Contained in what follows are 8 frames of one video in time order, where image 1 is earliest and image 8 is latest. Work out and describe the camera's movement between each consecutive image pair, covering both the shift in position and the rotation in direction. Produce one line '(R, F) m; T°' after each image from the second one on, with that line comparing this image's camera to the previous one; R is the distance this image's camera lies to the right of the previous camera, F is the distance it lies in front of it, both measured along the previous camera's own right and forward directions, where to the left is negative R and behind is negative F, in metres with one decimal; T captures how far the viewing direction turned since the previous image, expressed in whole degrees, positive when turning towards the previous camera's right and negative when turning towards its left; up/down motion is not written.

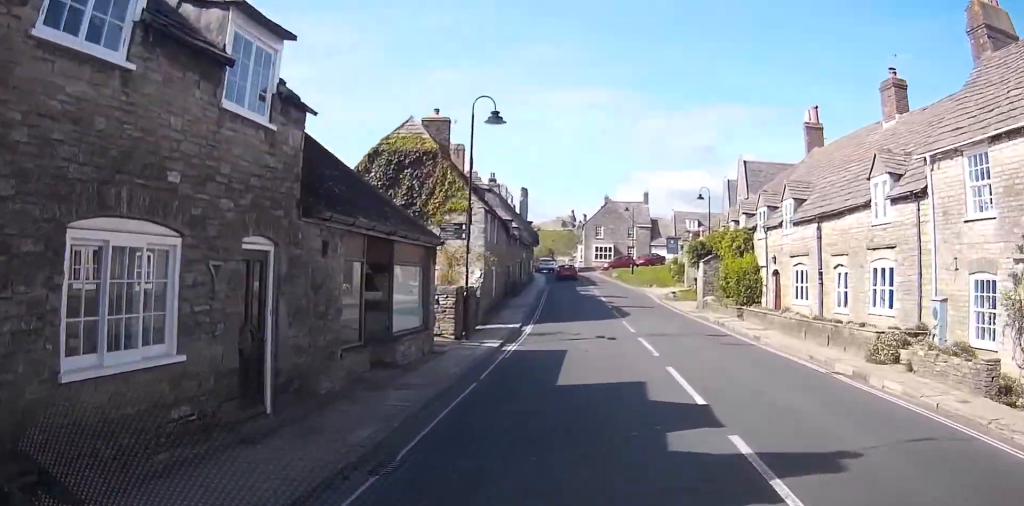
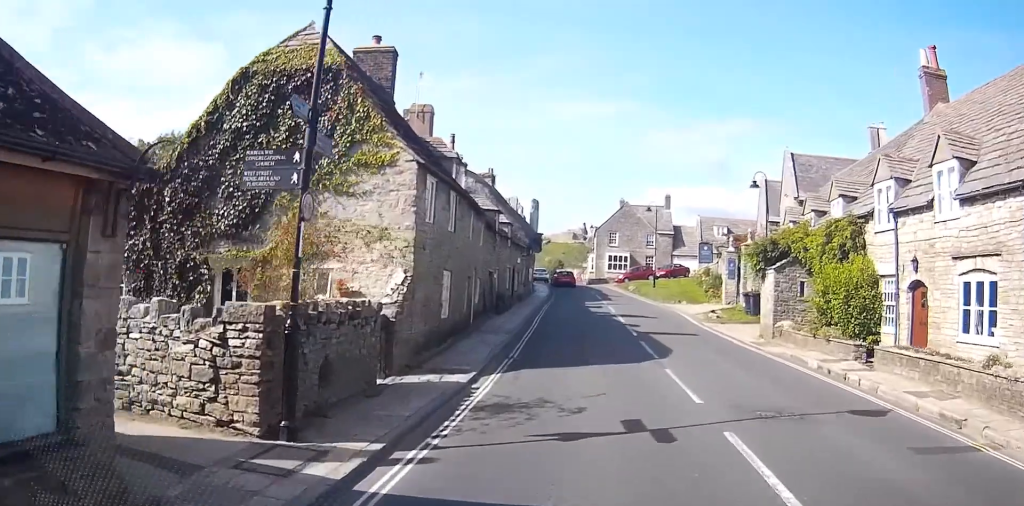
(-0.1, +11.3) m; -1°
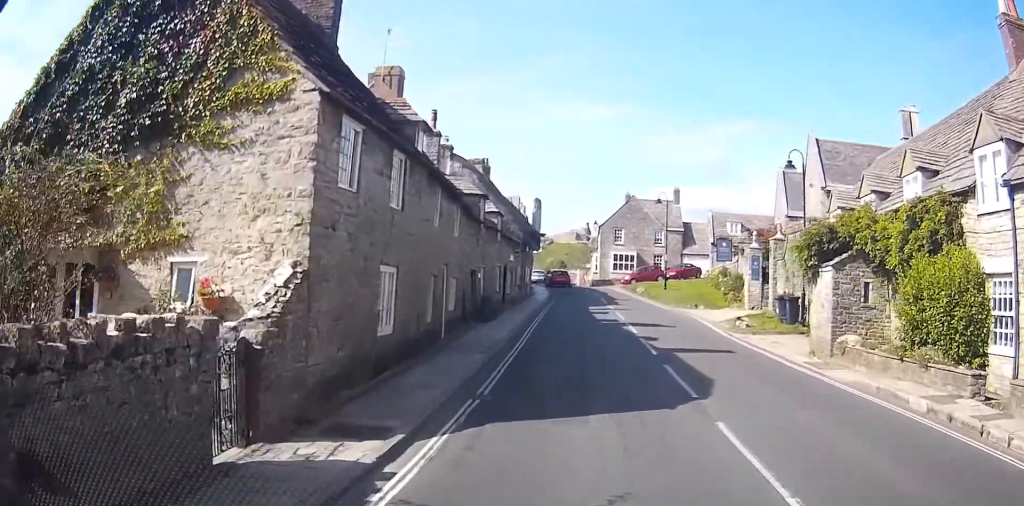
(0.0, +5.3) m; 0°
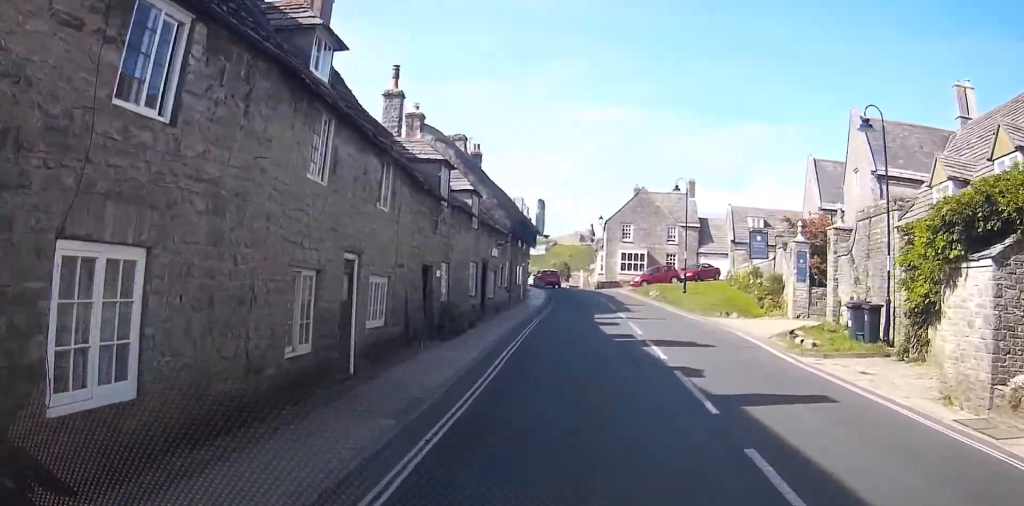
(-0.1, +7.5) m; 0°
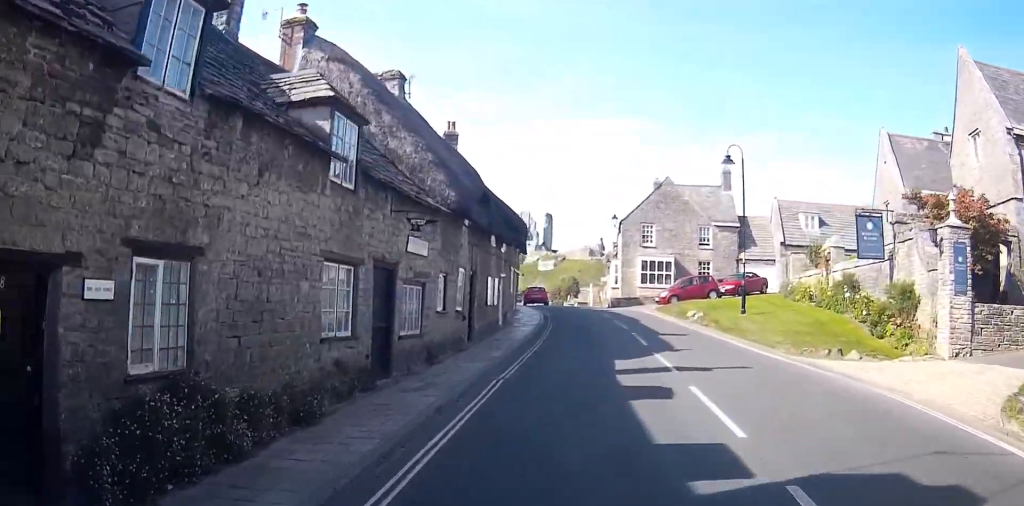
(+0.1, +12.7) m; 0°
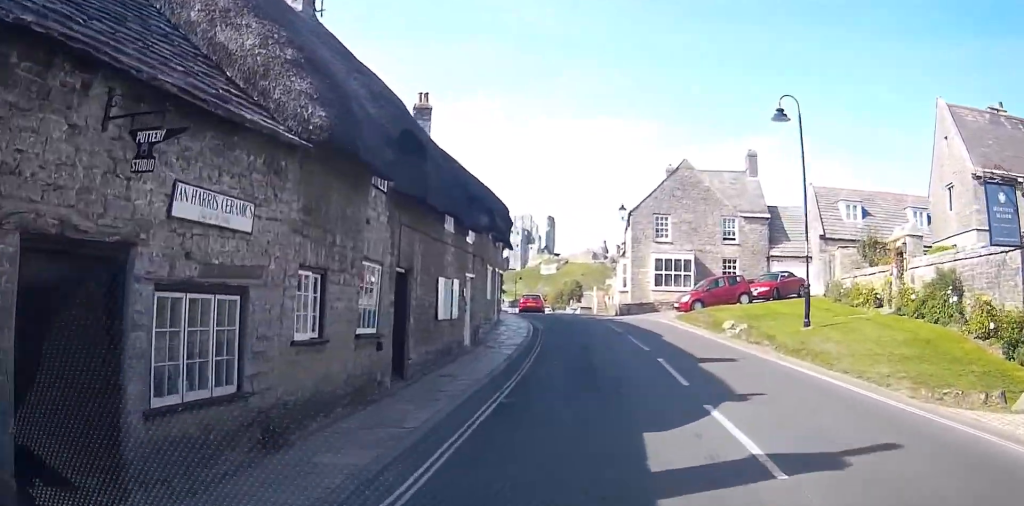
(0.0, +7.5) m; -1°
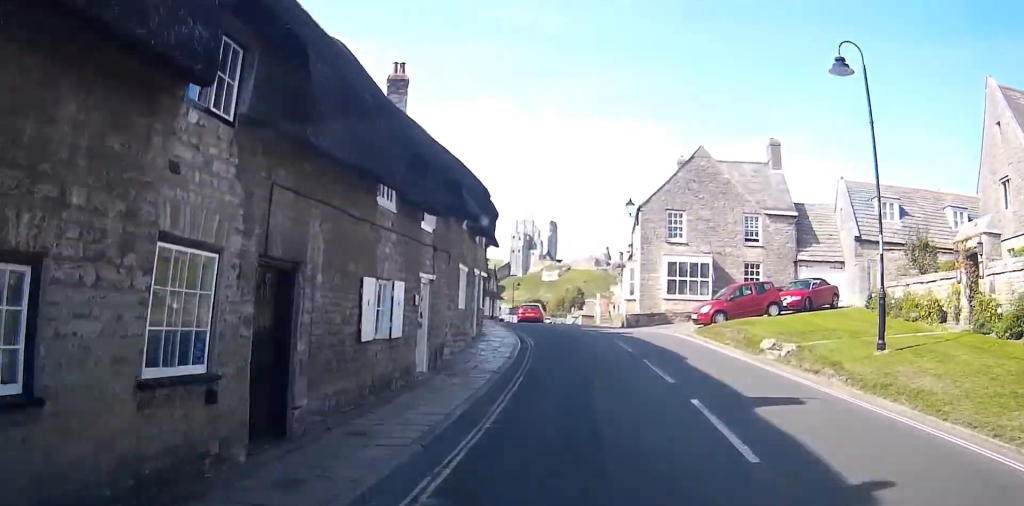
(-0.1, +5.0) m; -1°
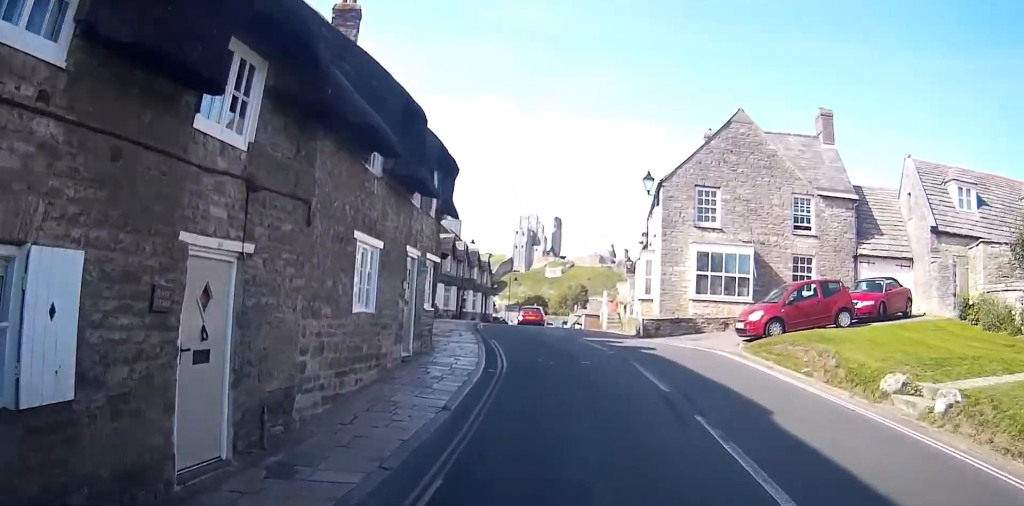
(-0.1, +7.7) m; -1°
